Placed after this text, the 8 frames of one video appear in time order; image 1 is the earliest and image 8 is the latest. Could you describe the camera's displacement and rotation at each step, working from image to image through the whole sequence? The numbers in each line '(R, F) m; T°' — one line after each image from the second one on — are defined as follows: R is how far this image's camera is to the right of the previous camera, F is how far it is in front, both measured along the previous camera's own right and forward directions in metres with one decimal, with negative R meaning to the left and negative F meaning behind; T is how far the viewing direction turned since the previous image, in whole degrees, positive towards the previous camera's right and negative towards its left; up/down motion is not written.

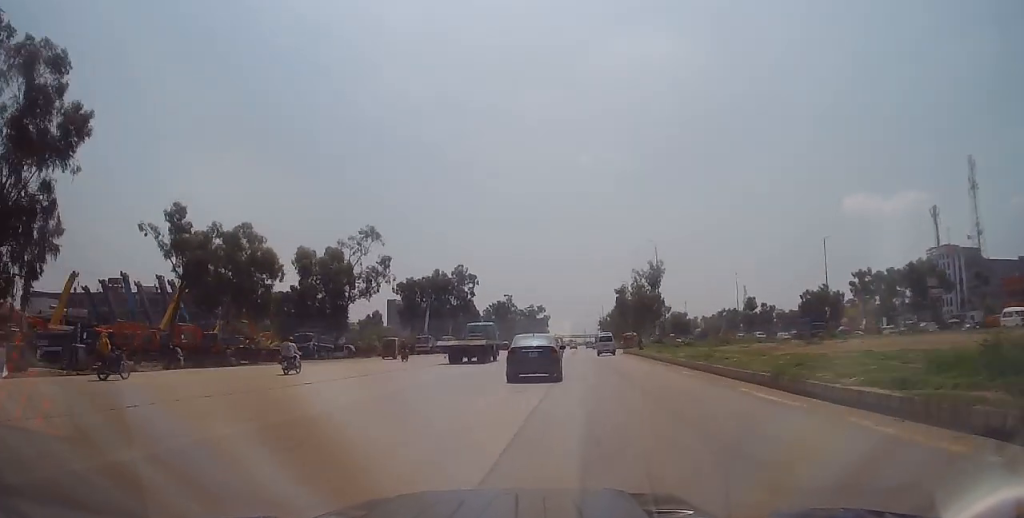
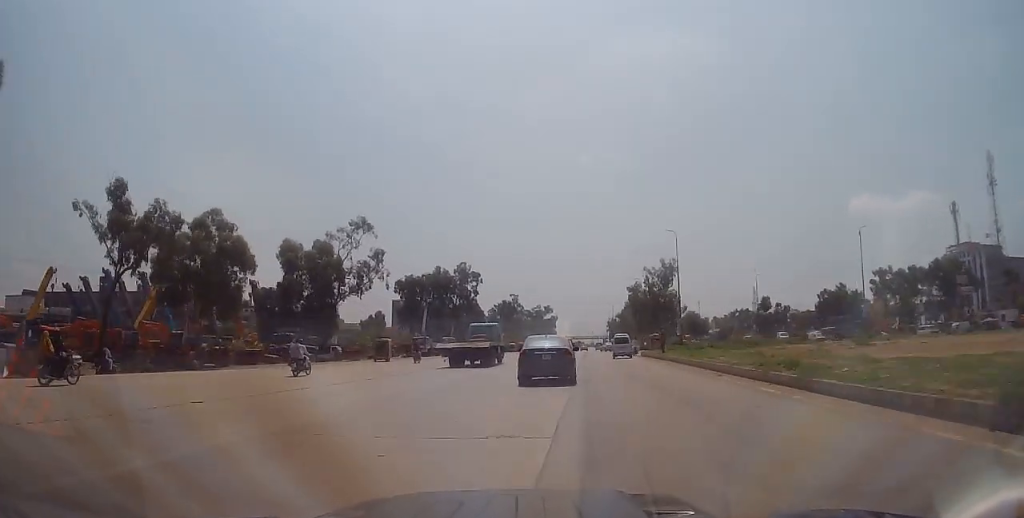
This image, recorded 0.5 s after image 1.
(-0.1, +7.0) m; 0°
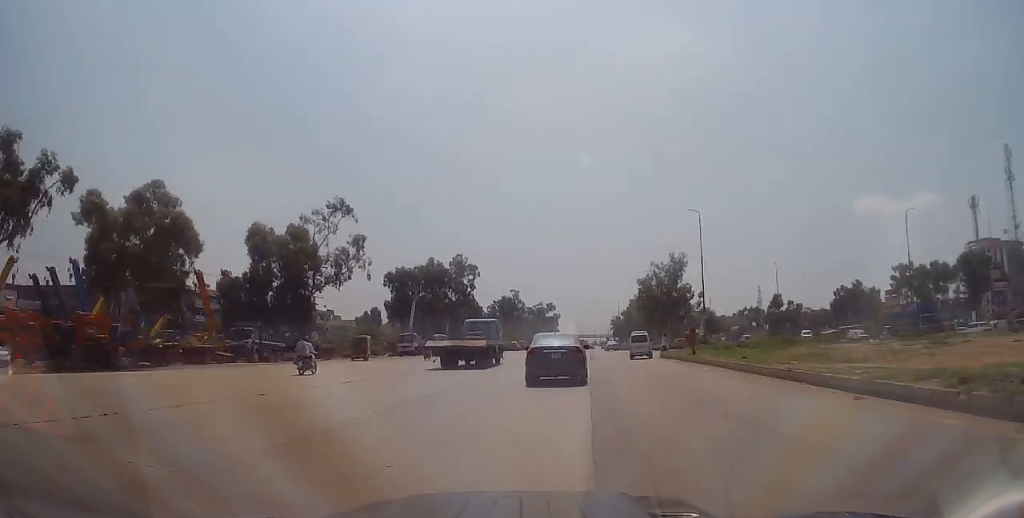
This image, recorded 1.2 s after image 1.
(+0.2, +8.8) m; 0°
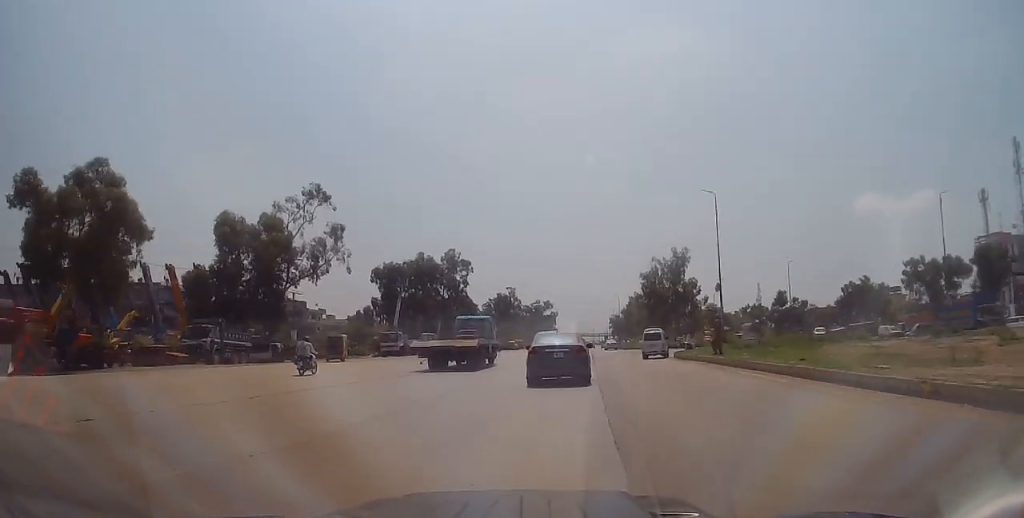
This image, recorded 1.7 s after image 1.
(0.0, +6.2) m; 0°
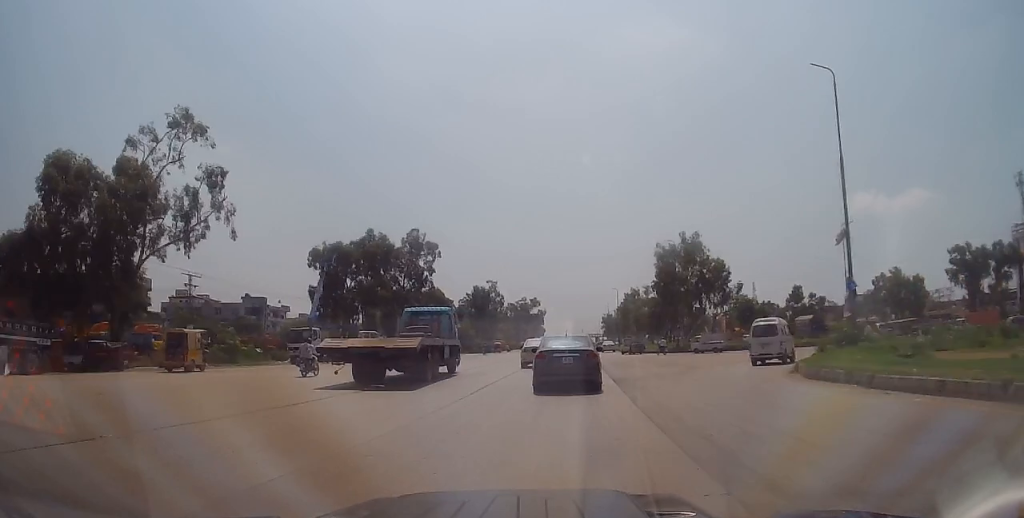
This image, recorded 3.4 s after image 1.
(+0.5, +22.3) m; +3°
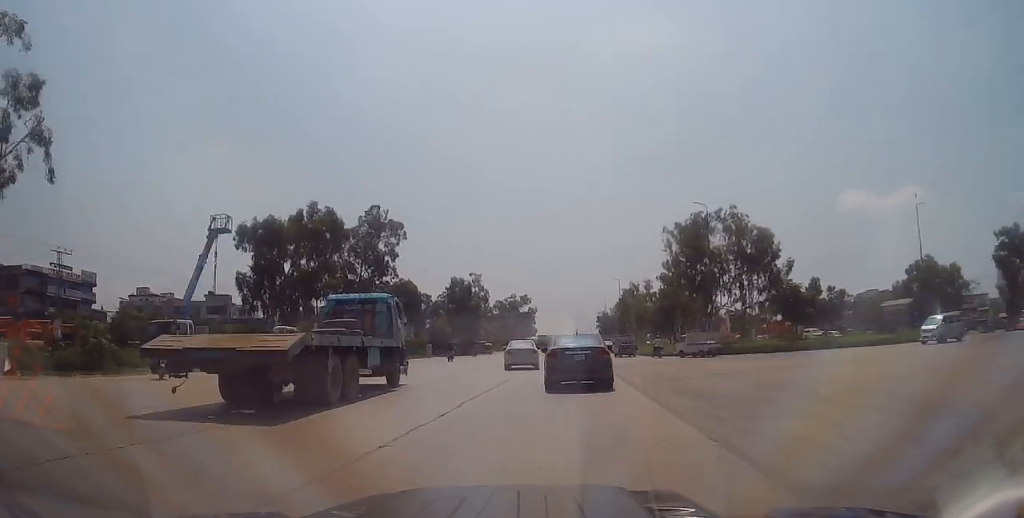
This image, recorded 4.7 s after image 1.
(-0.3, +17.6) m; -1°
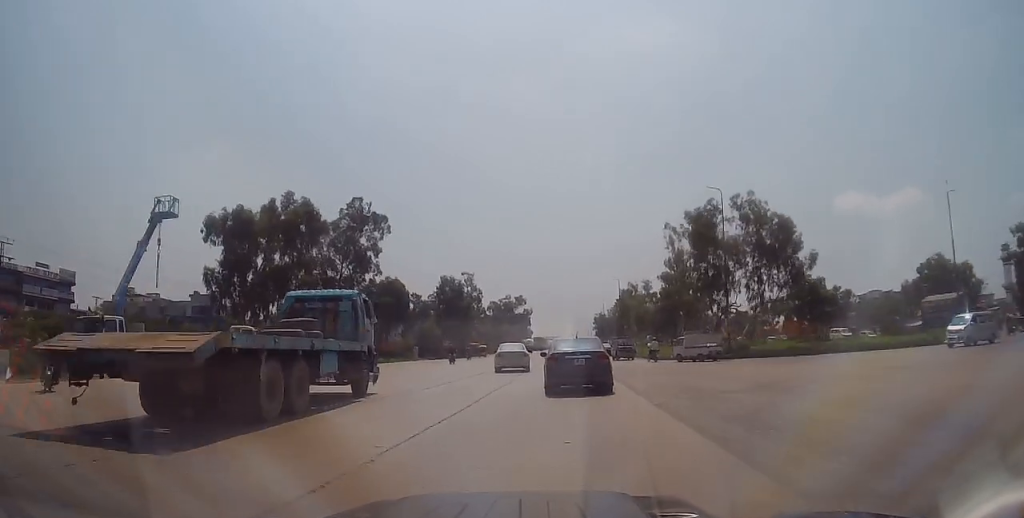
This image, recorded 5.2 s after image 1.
(-0.1, +5.6) m; +1°
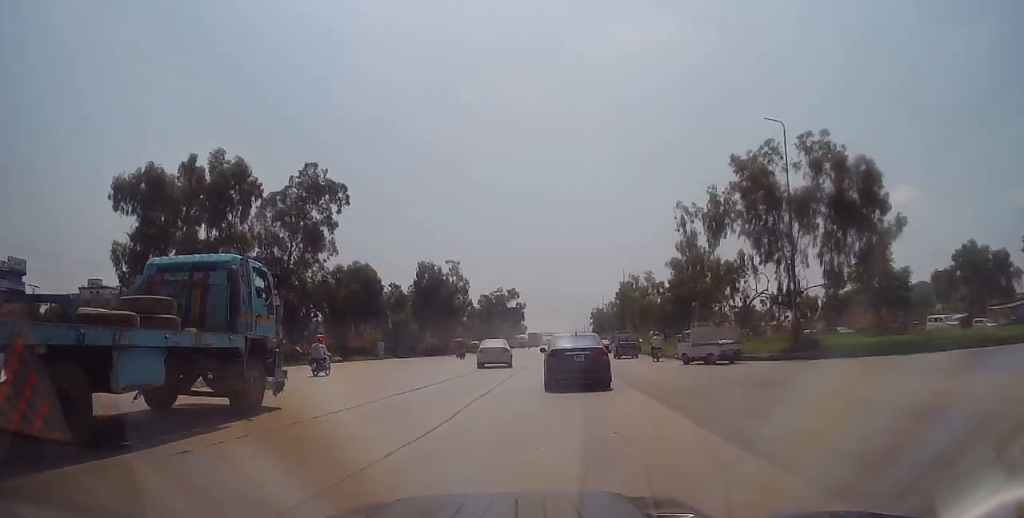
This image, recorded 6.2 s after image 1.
(+0.2, +13.1) m; +1°
